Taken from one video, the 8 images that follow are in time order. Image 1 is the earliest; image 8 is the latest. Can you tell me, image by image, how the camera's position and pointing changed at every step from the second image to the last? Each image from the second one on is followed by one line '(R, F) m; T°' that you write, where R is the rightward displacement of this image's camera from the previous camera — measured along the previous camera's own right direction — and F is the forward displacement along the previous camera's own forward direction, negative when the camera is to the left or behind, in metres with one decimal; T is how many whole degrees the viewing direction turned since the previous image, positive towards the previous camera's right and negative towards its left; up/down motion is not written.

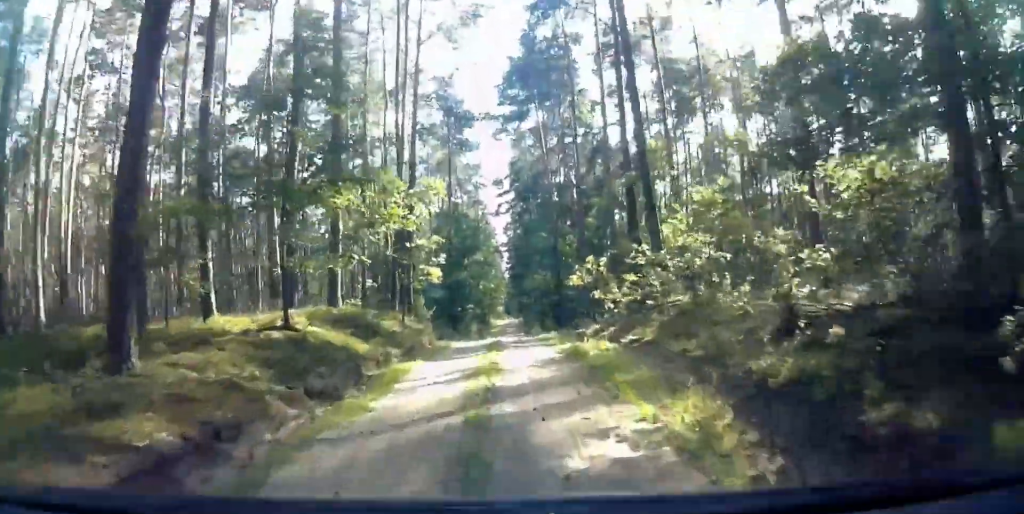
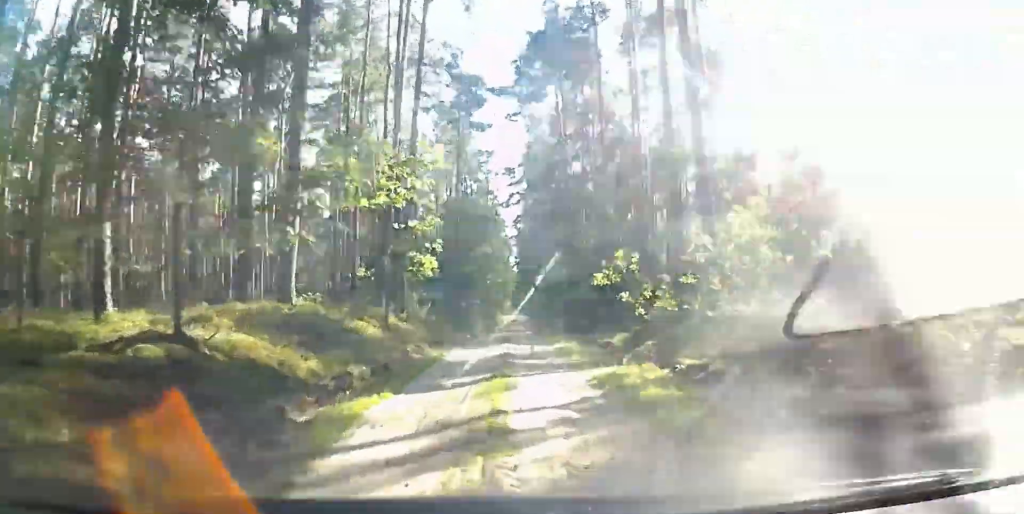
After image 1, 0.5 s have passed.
(0.0, +4.5) m; -1°
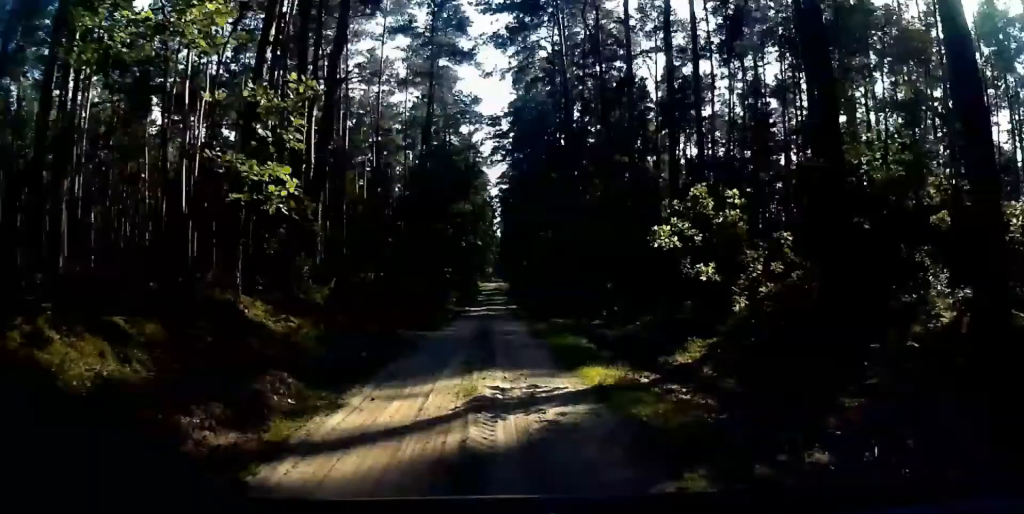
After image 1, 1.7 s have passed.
(-0.2, +10.1) m; 0°
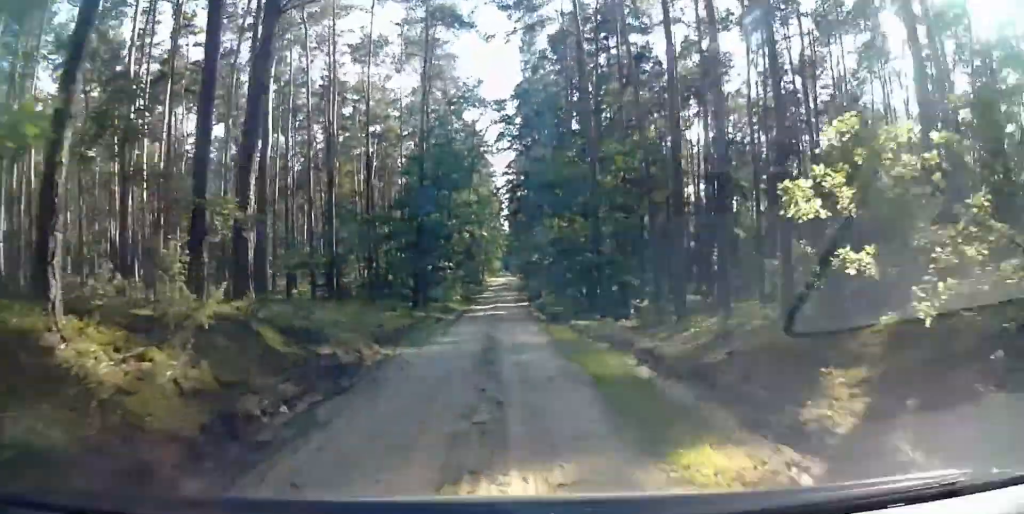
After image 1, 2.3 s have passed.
(+0.2, +5.2) m; +1°
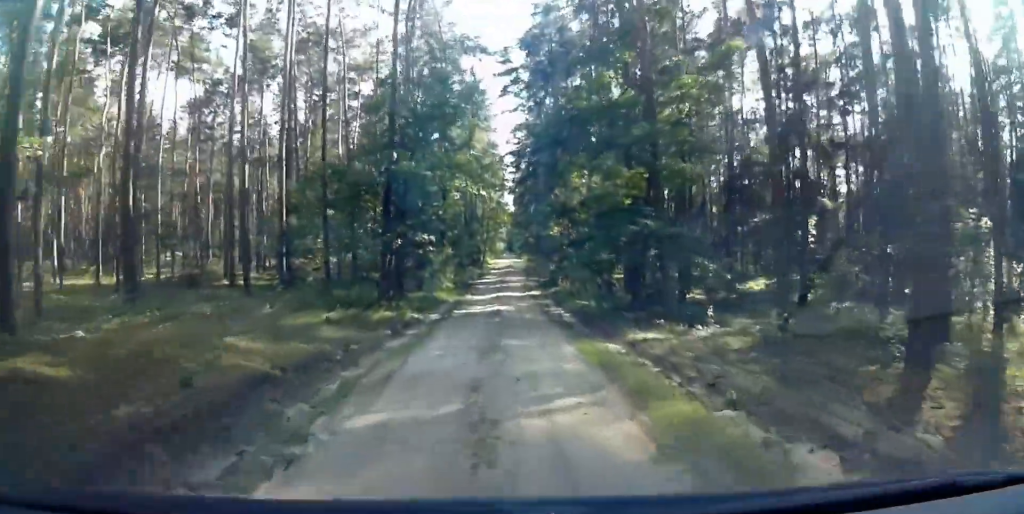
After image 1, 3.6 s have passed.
(+0.1, +11.3) m; 0°
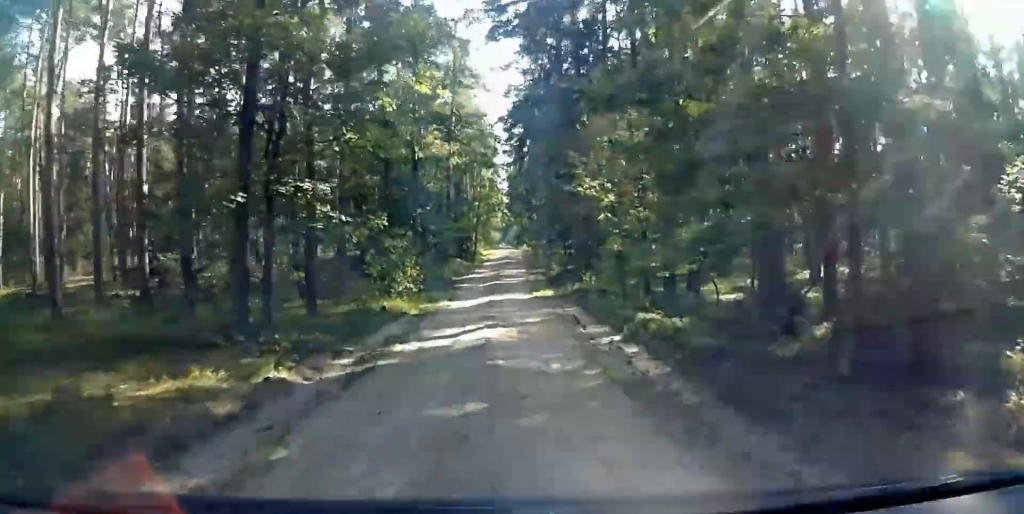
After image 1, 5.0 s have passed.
(0.0, +13.5) m; 0°
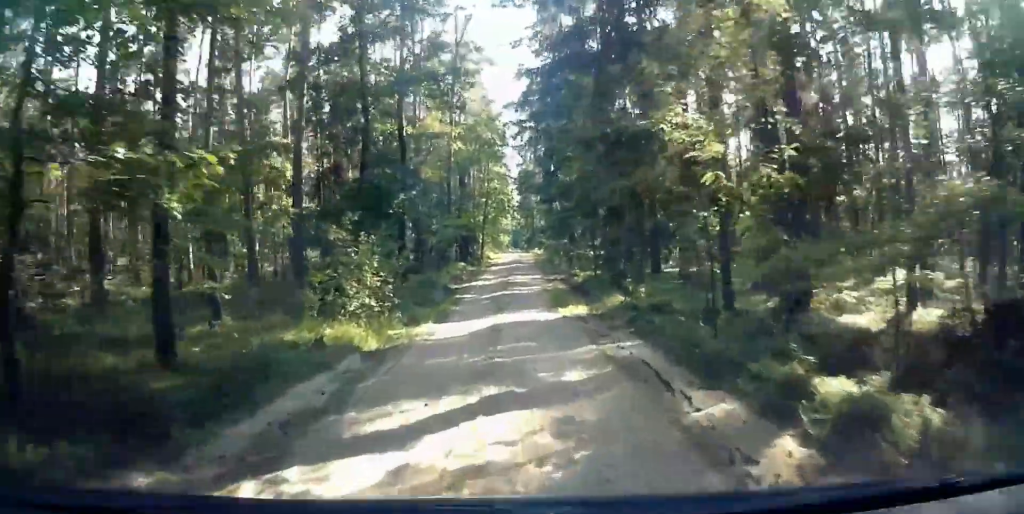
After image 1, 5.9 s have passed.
(0.0, +7.7) m; 0°
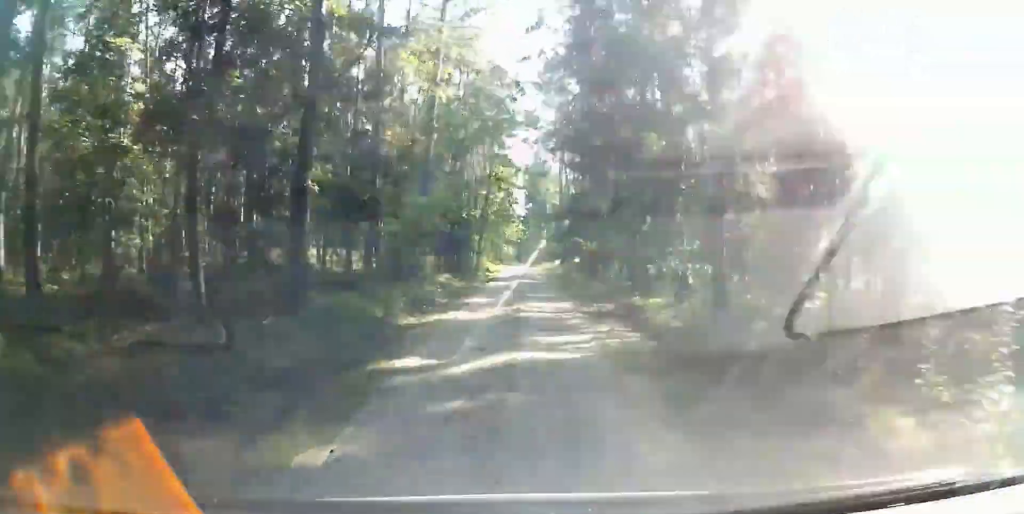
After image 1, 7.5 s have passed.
(0.0, +14.3) m; 0°
